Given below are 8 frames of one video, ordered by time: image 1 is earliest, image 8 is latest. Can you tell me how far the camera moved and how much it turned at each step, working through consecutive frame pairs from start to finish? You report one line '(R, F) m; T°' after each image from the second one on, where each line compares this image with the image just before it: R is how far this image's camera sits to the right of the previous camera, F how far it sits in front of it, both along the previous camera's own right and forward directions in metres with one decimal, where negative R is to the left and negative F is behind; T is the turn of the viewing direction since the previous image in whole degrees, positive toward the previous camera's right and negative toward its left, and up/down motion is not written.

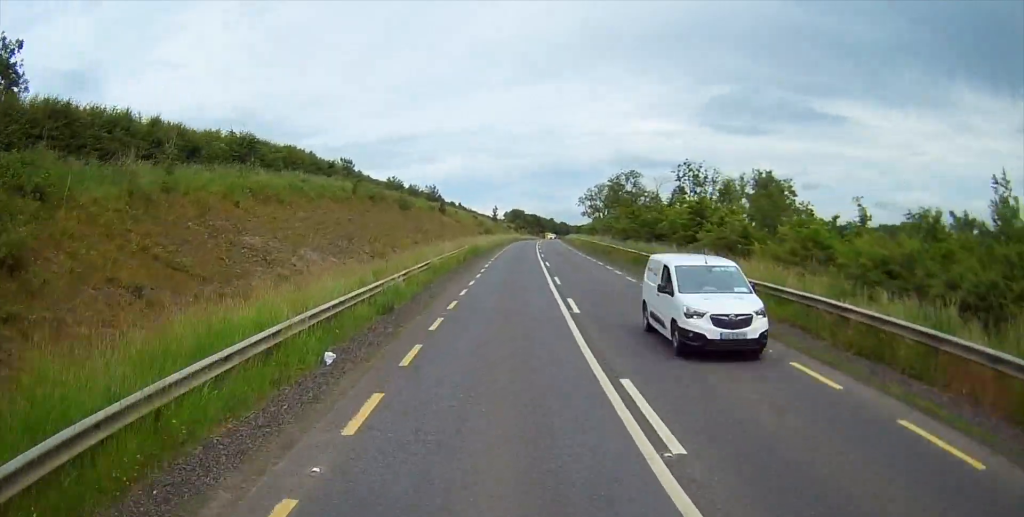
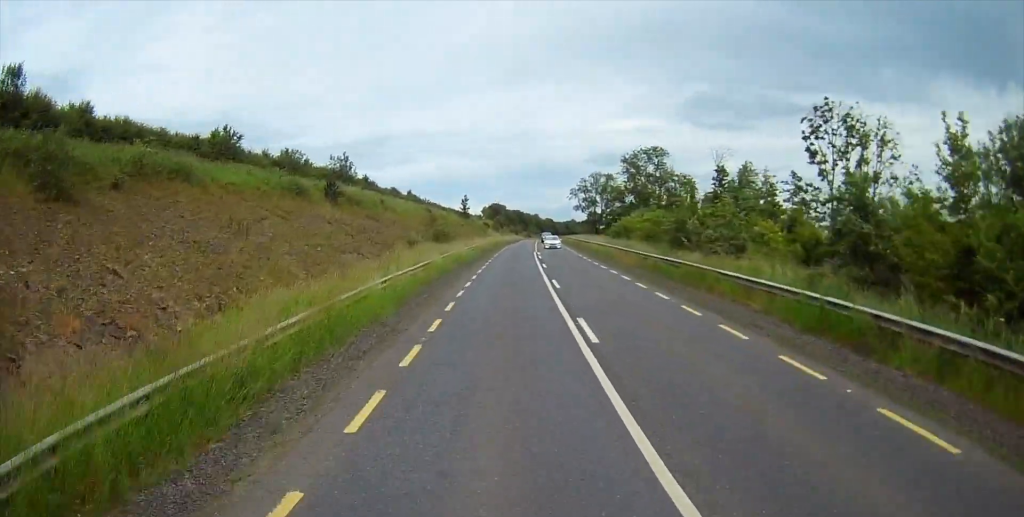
(0.0, +49.5) m; +2°
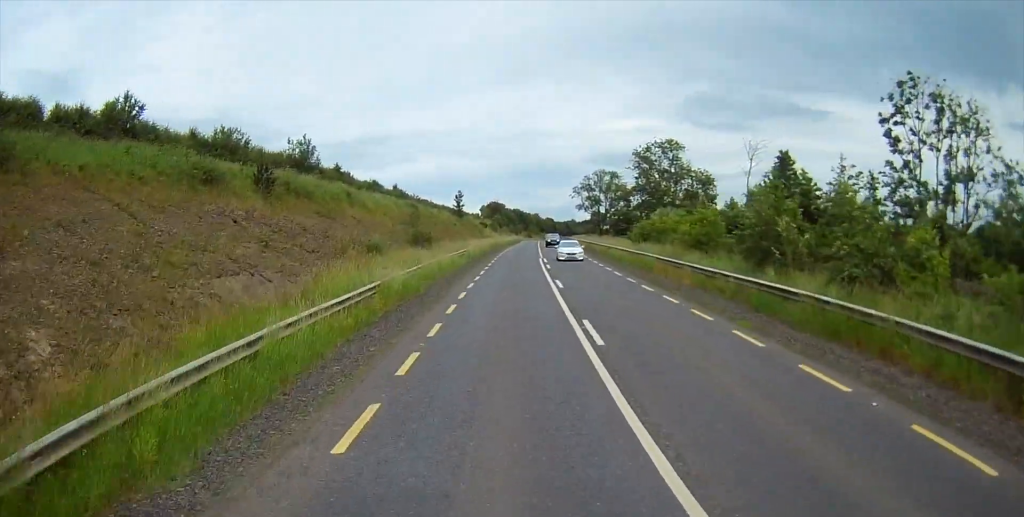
(+0.3, +12.3) m; +1°
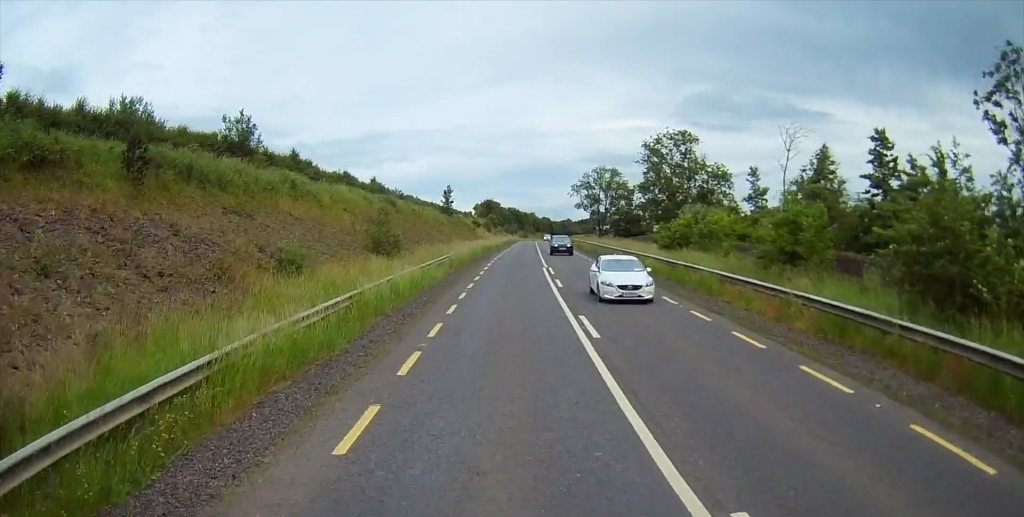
(+0.1, +11.5) m; 0°
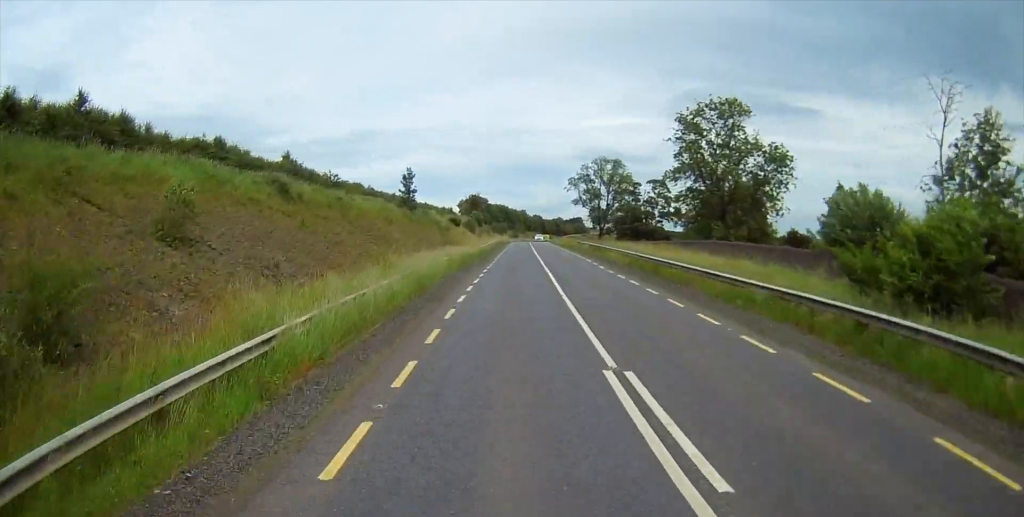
(-0.2, +27.4) m; 0°
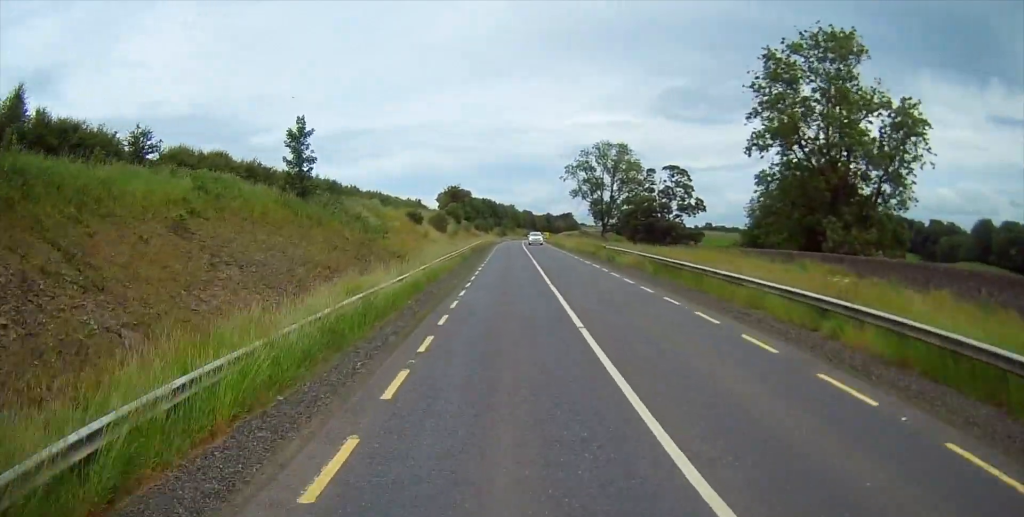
(+0.4, +31.1) m; +2°
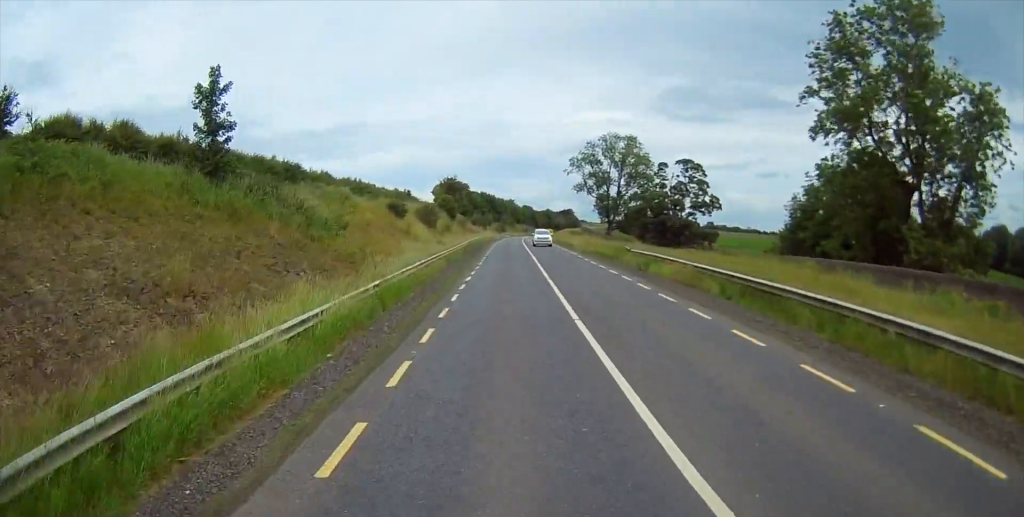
(0.0, +10.8) m; 0°
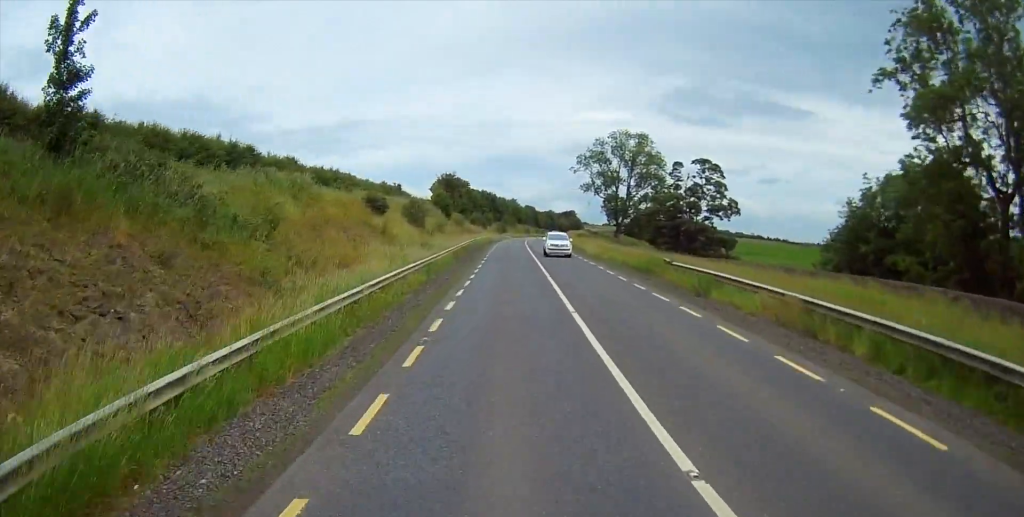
(0.0, +10.1) m; 0°
